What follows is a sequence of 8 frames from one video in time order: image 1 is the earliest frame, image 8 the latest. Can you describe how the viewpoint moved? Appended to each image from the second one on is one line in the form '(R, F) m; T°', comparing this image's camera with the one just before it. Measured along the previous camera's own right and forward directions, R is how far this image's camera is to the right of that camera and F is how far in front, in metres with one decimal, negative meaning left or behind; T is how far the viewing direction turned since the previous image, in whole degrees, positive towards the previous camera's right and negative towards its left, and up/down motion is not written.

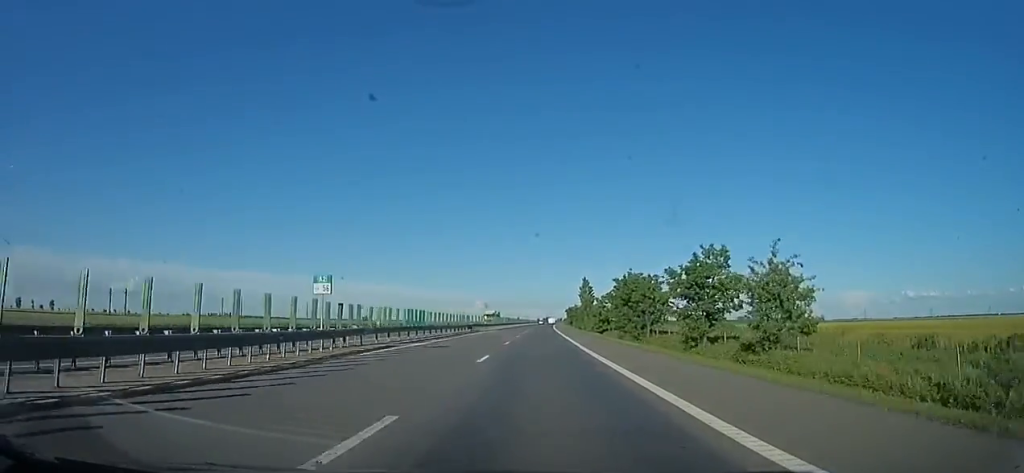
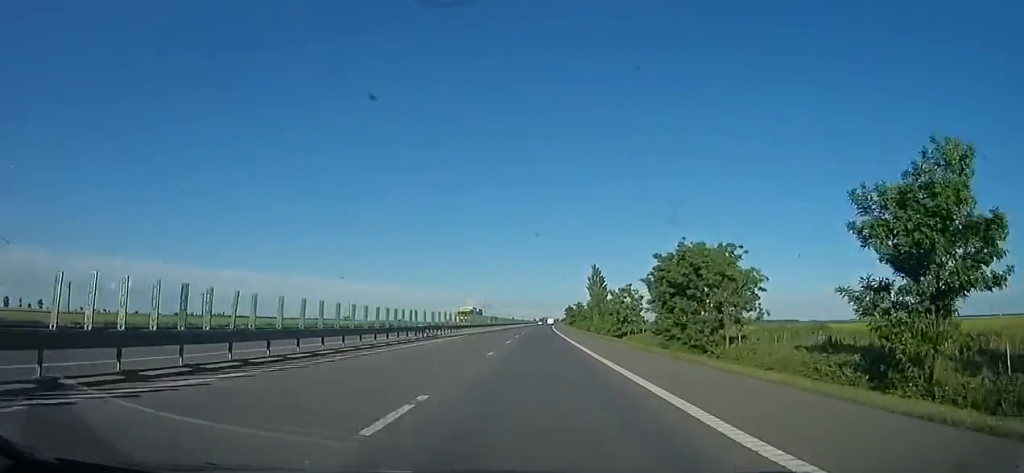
(-0.5, +21.8) m; 0°
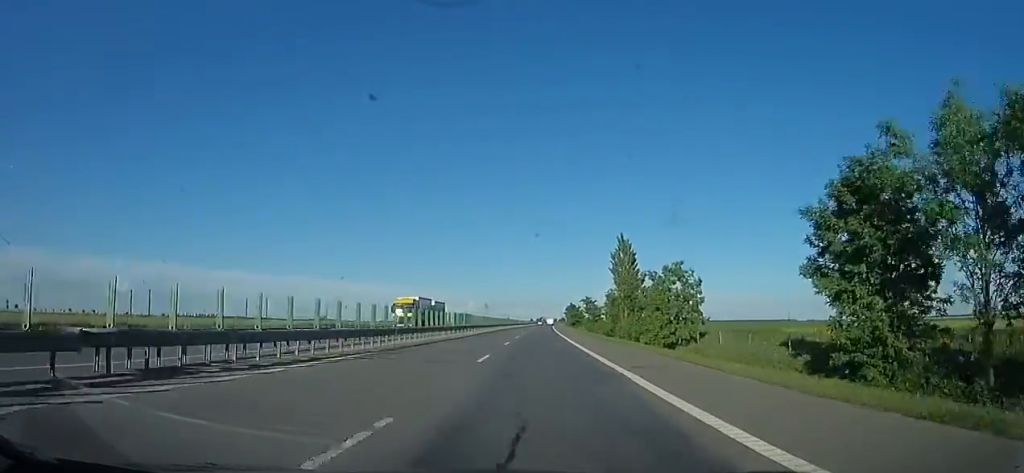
(+1.1, +25.5) m; 0°
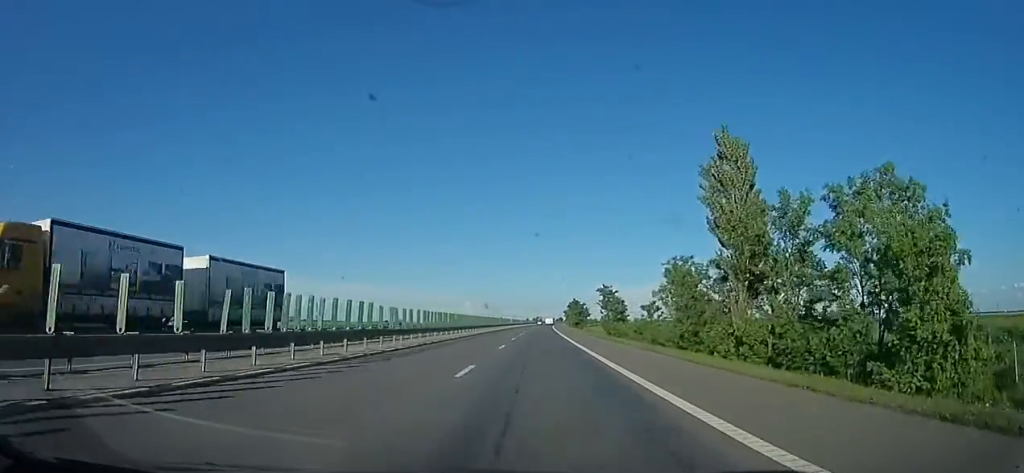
(-0.7, +28.1) m; 0°
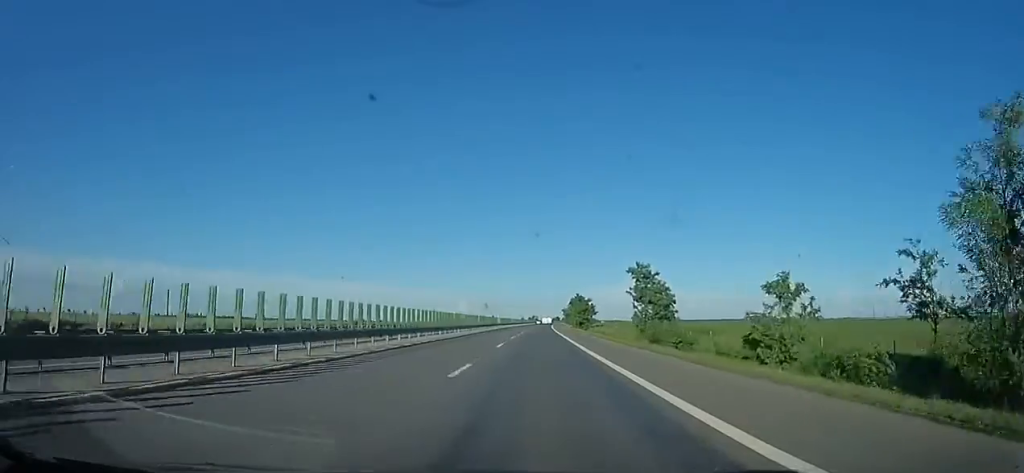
(-0.1, +24.6) m; +1°
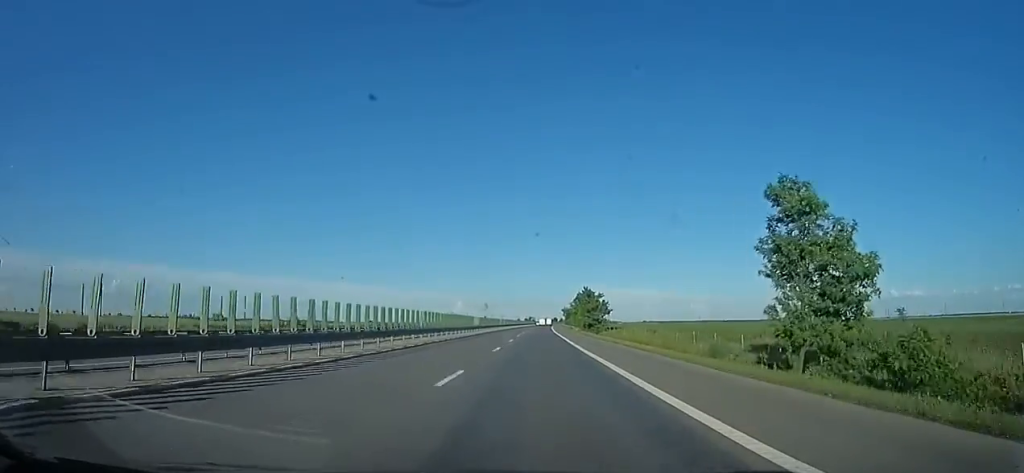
(+0.8, +25.3) m; +2°
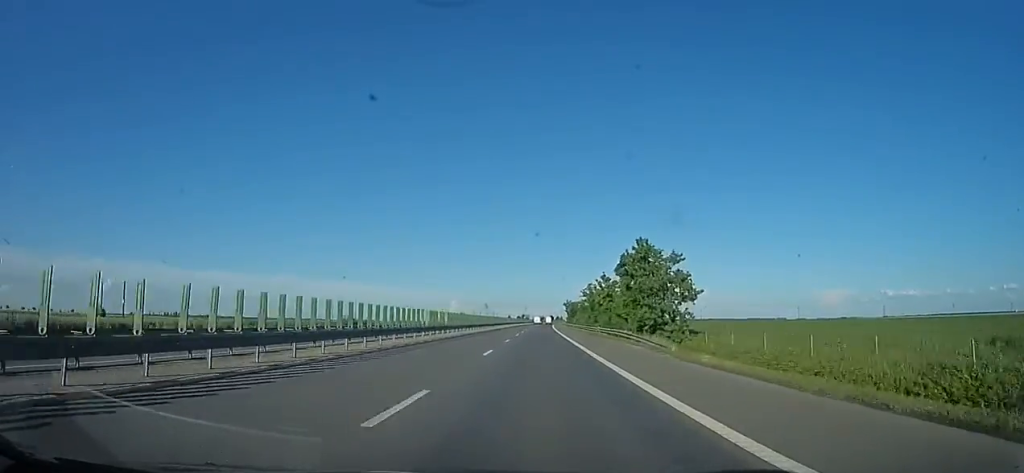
(-0.2, +51.5) m; 0°
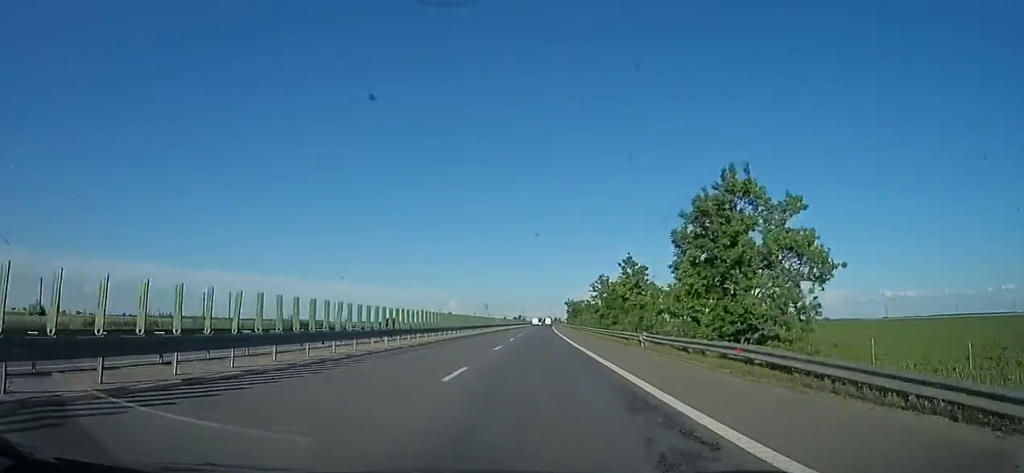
(0.0, +19.1) m; 0°
